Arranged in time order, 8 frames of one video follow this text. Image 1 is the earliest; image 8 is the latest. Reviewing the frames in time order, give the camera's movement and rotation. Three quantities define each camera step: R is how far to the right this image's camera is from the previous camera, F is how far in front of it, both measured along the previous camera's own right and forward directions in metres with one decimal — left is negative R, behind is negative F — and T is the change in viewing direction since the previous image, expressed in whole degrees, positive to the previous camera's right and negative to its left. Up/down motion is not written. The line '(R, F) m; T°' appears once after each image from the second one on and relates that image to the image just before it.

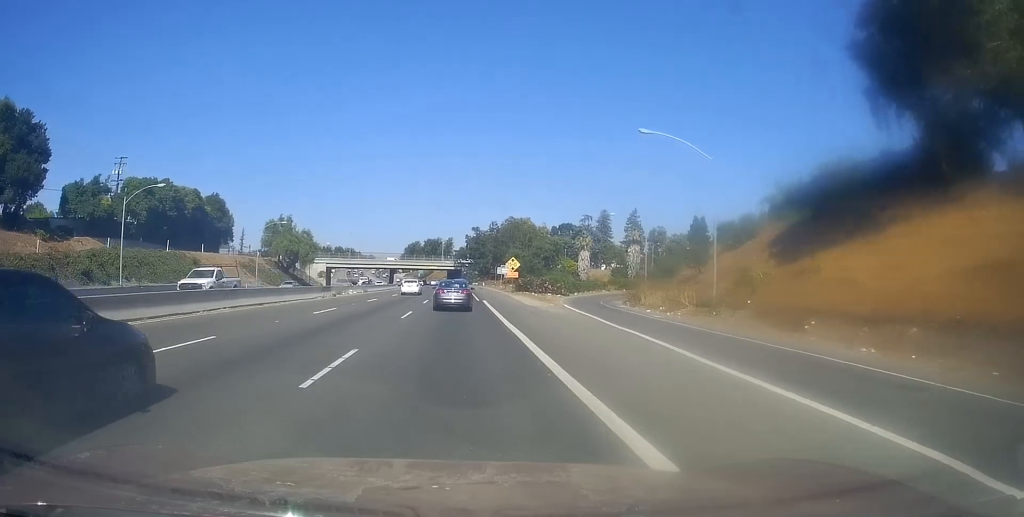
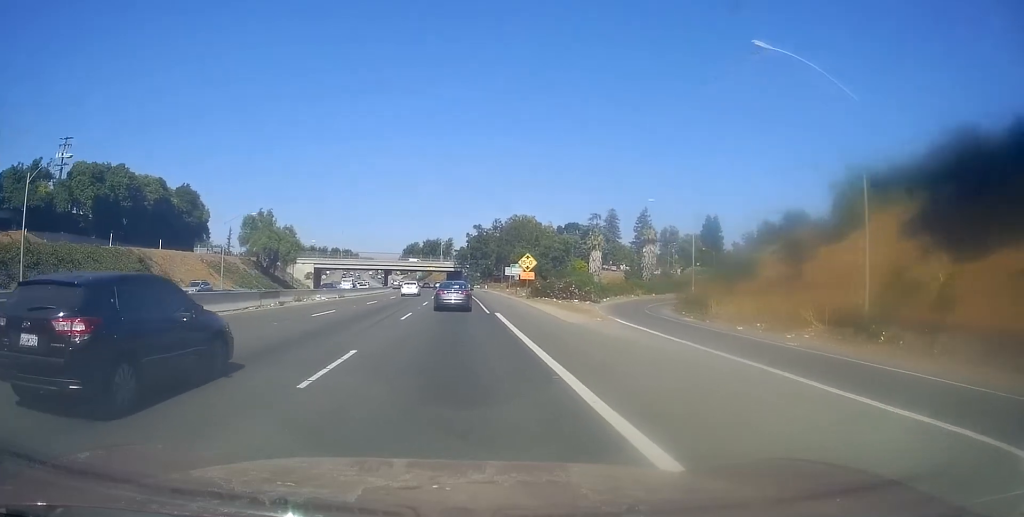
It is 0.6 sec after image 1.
(-0.2, +14.3) m; 0°
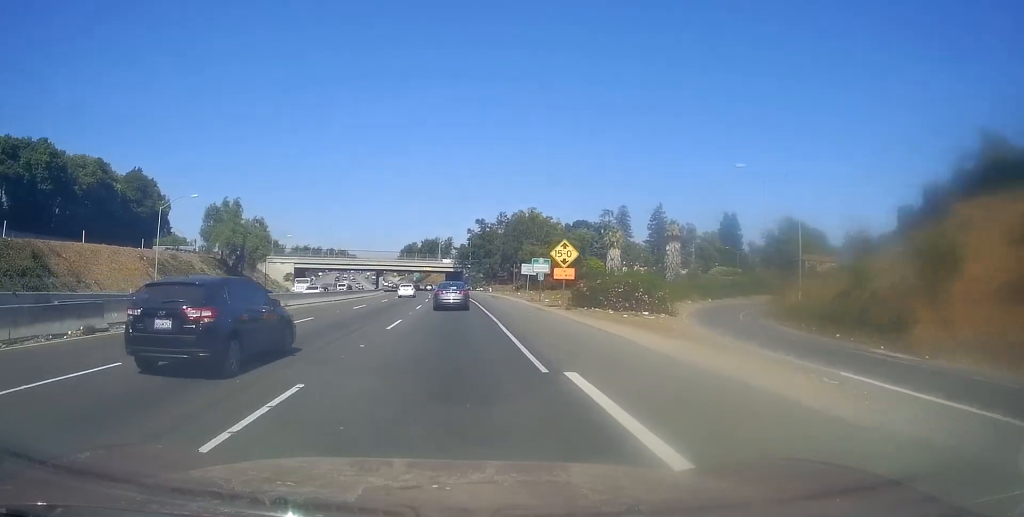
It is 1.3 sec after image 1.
(-0.3, +18.4) m; 0°
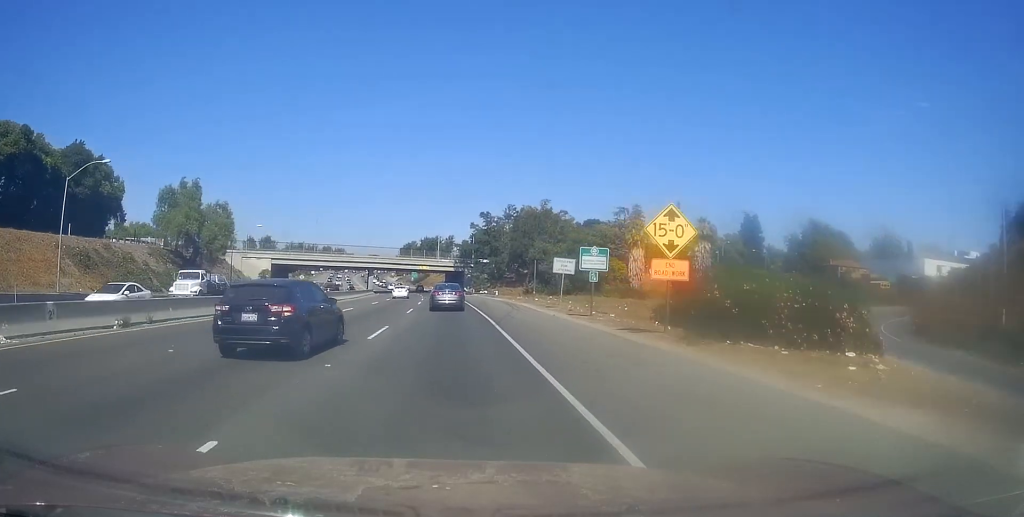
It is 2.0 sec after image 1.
(+0.6, +17.3) m; 0°
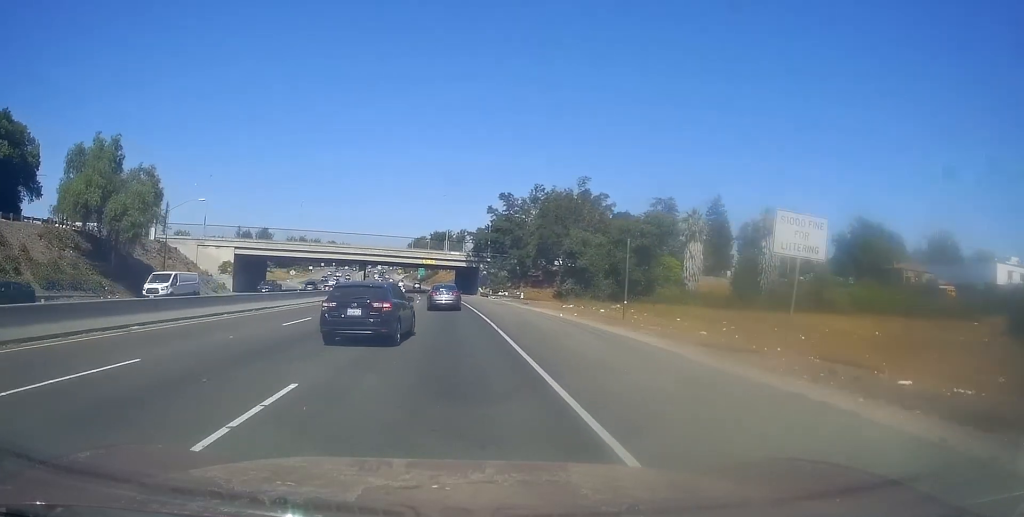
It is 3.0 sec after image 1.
(-0.6, +24.9) m; -1°
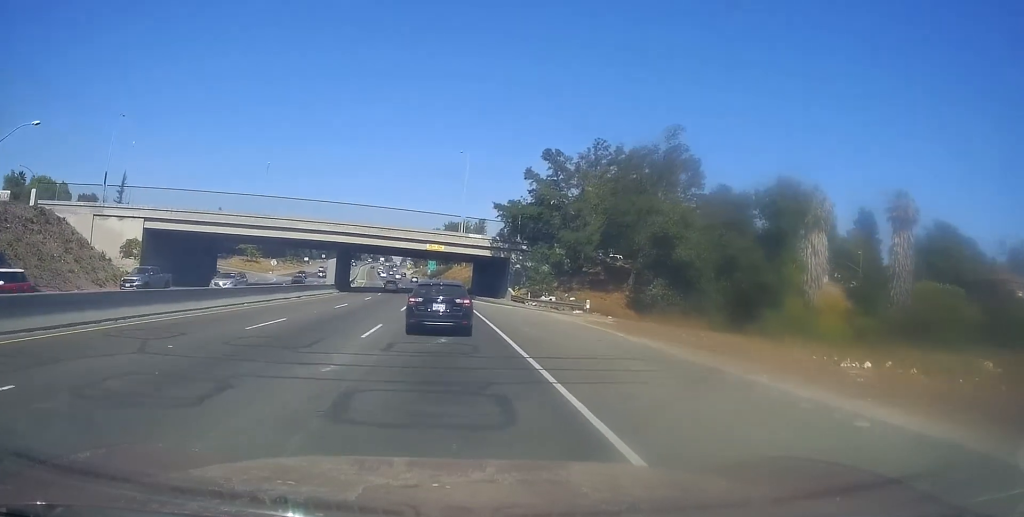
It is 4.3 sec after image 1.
(+0.1, +31.8) m; 0°
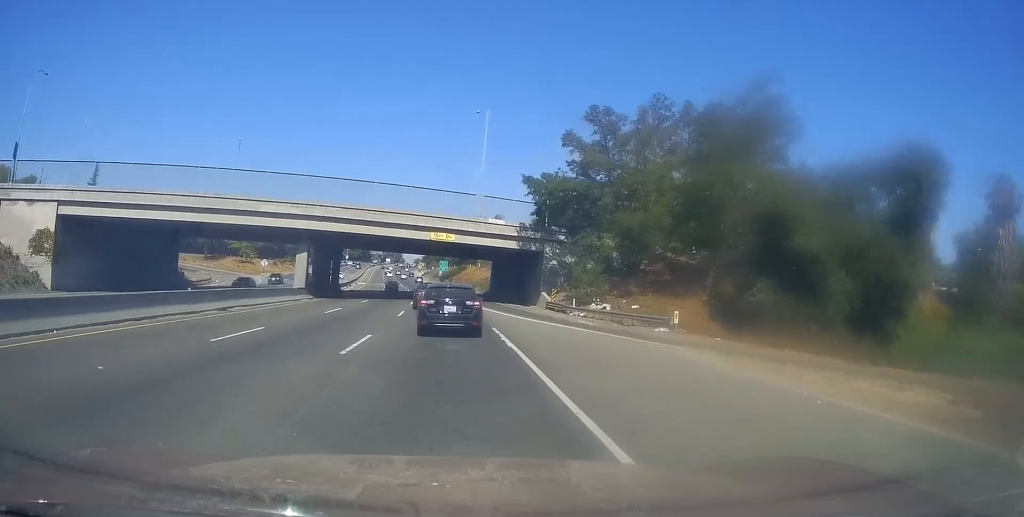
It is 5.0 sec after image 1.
(0.0, +16.4) m; 0°
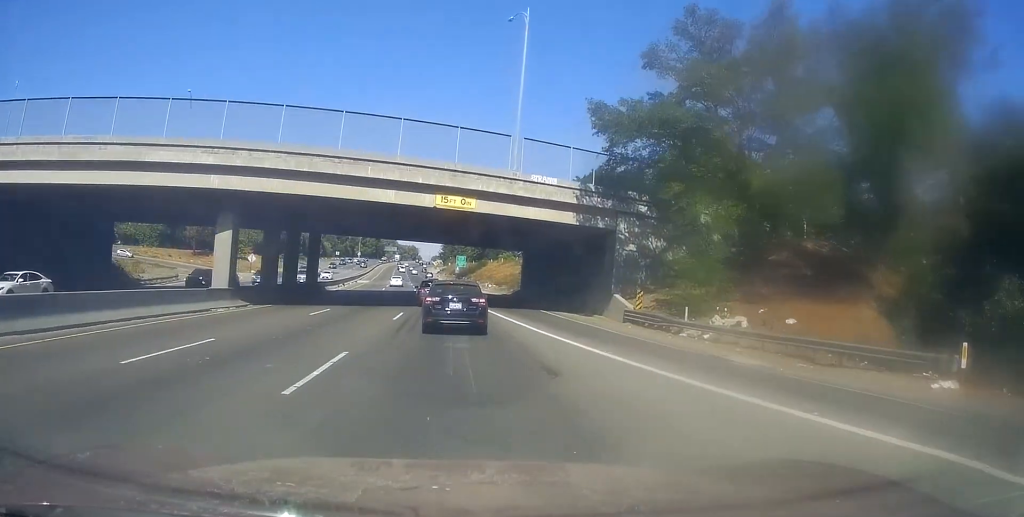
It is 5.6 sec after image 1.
(0.0, +18.2) m; -2°
